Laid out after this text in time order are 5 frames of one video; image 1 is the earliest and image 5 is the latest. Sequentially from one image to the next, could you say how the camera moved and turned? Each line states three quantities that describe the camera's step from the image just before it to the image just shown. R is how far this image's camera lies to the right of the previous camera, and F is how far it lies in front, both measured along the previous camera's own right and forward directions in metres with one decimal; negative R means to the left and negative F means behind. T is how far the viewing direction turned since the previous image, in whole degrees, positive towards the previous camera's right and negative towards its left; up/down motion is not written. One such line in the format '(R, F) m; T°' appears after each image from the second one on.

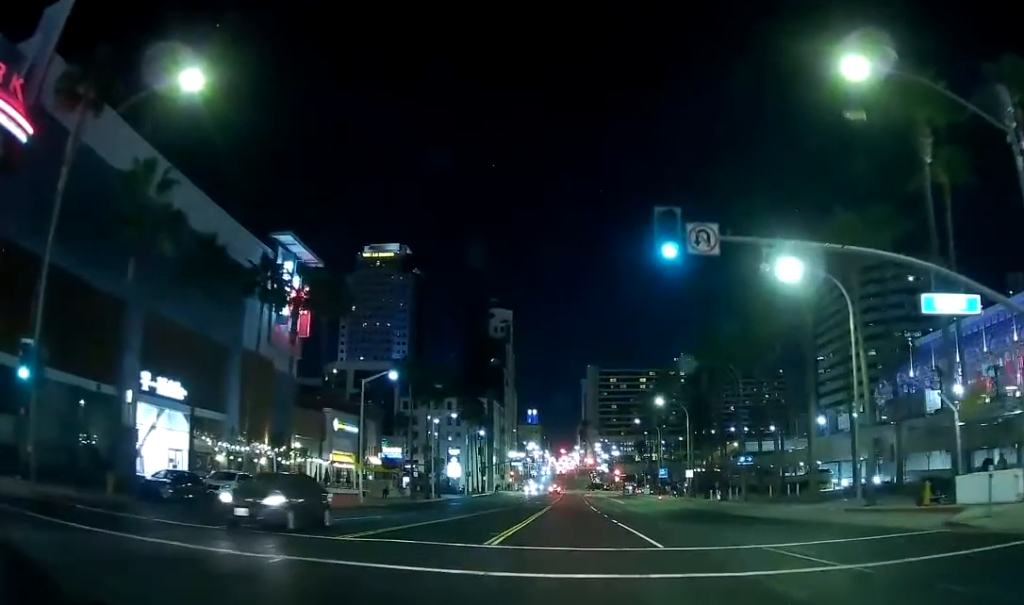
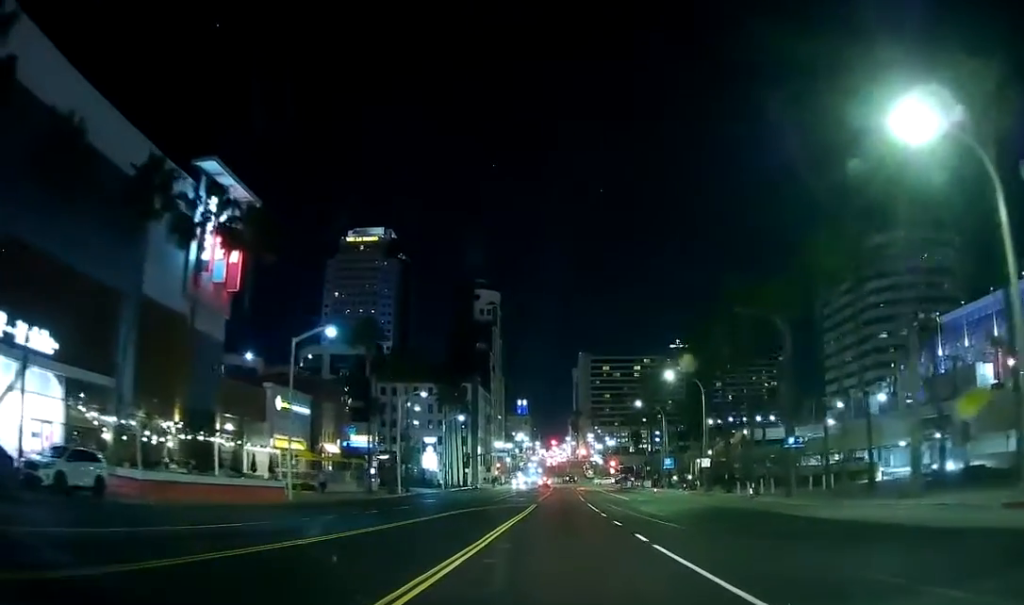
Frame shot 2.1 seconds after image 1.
(0.0, +14.0) m; -7°
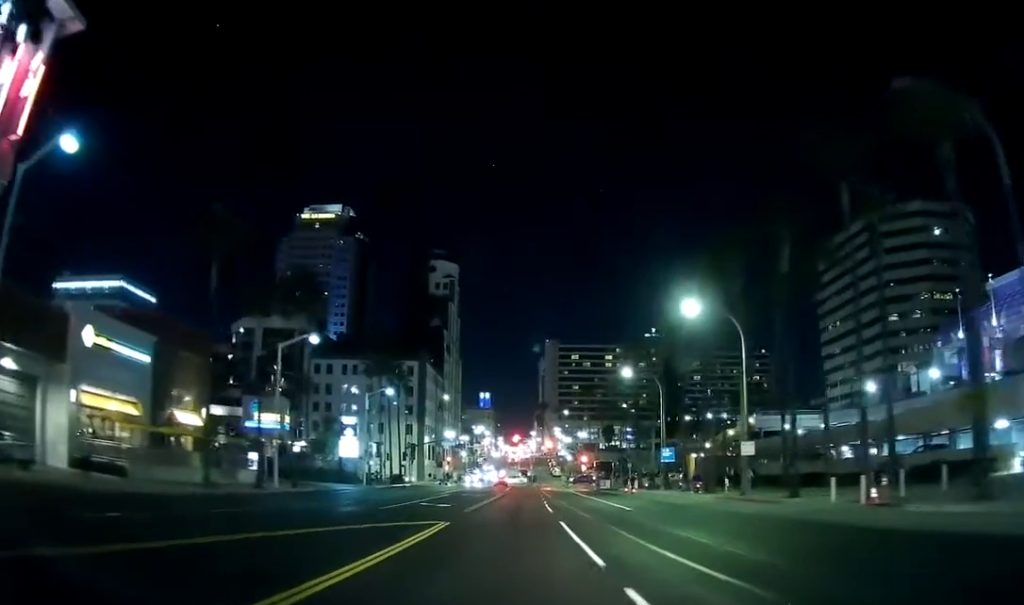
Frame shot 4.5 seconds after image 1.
(-1.6, +25.2) m; -4°
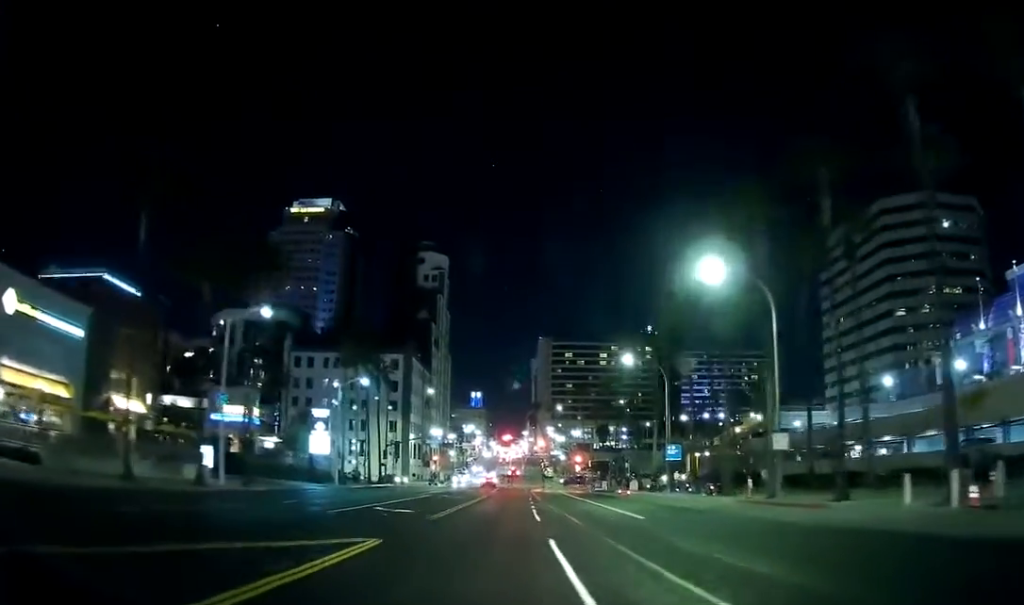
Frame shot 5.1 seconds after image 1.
(0.0, +7.8) m; +1°
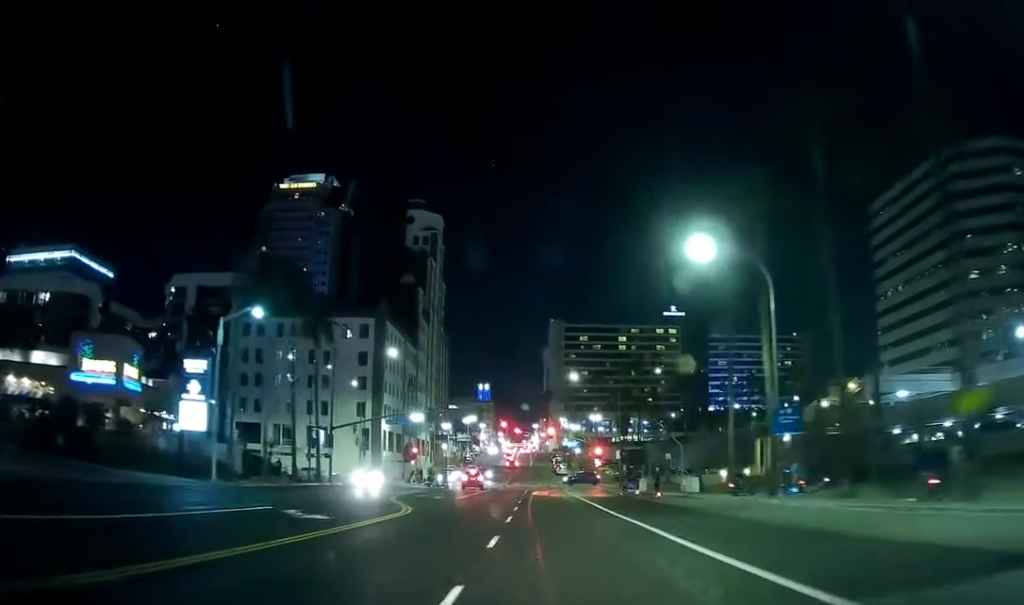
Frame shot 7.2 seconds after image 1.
(+0.9, +28.6) m; +1°
